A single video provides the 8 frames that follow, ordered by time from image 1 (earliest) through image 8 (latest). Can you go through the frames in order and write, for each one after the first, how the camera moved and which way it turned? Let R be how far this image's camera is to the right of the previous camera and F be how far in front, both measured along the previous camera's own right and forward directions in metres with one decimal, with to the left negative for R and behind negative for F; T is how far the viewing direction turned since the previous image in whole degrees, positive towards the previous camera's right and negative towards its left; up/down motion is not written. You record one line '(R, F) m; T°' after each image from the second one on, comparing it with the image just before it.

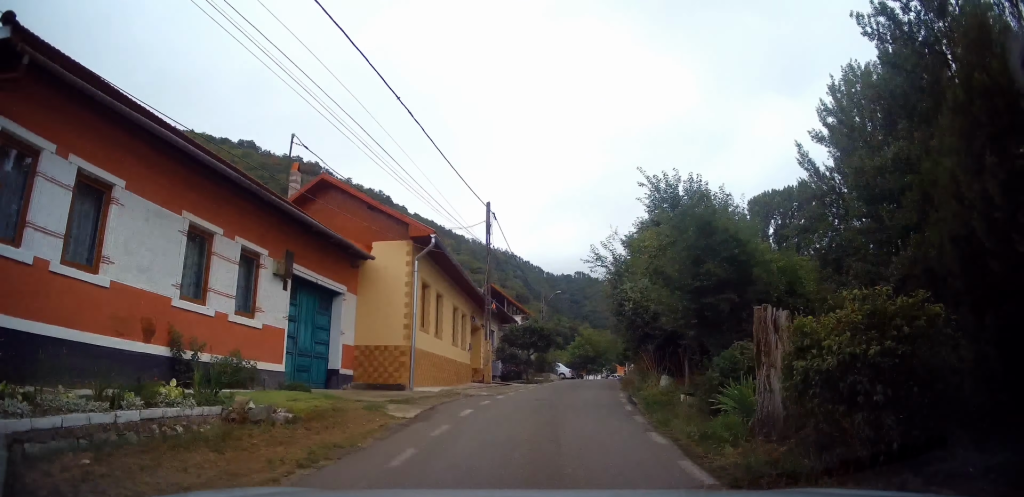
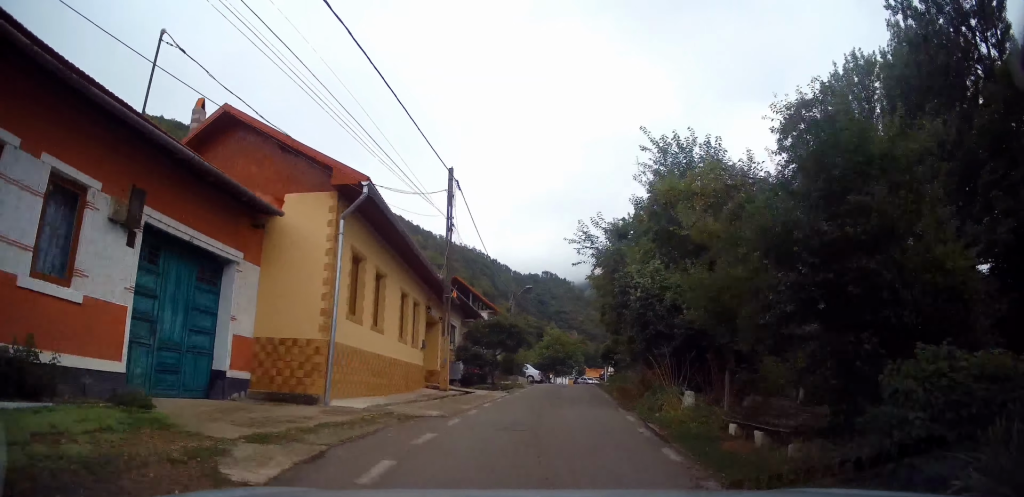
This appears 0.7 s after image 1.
(+0.2, +4.8) m; +2°
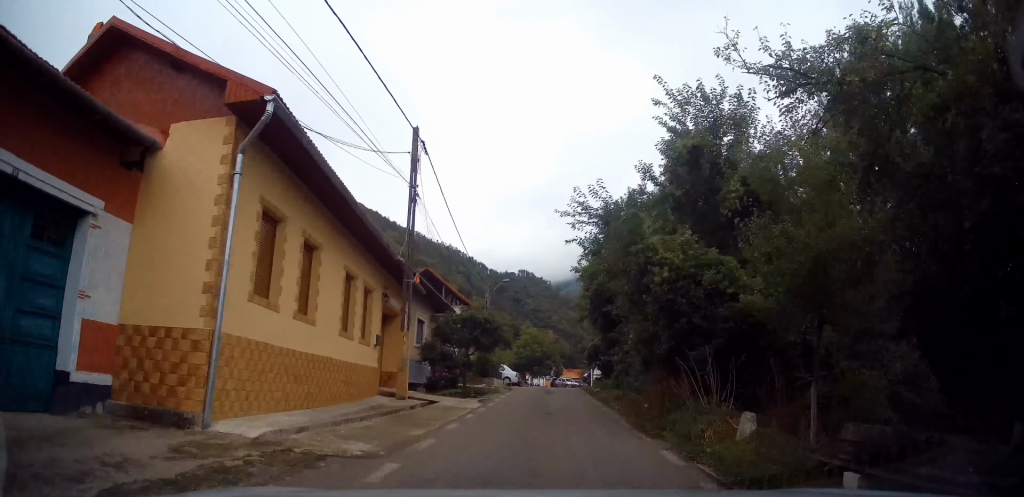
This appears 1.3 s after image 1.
(0.0, +3.7) m; 0°
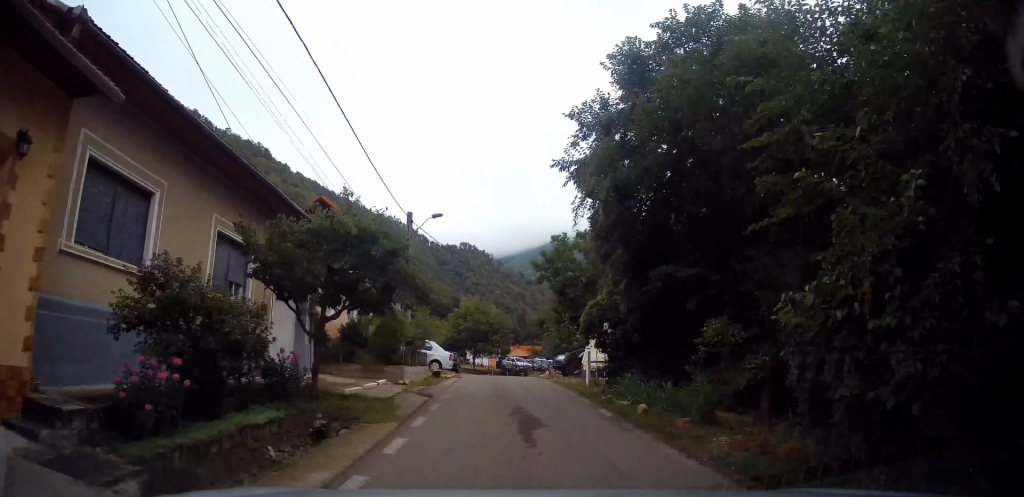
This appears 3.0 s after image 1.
(+0.9, +14.5) m; +7°
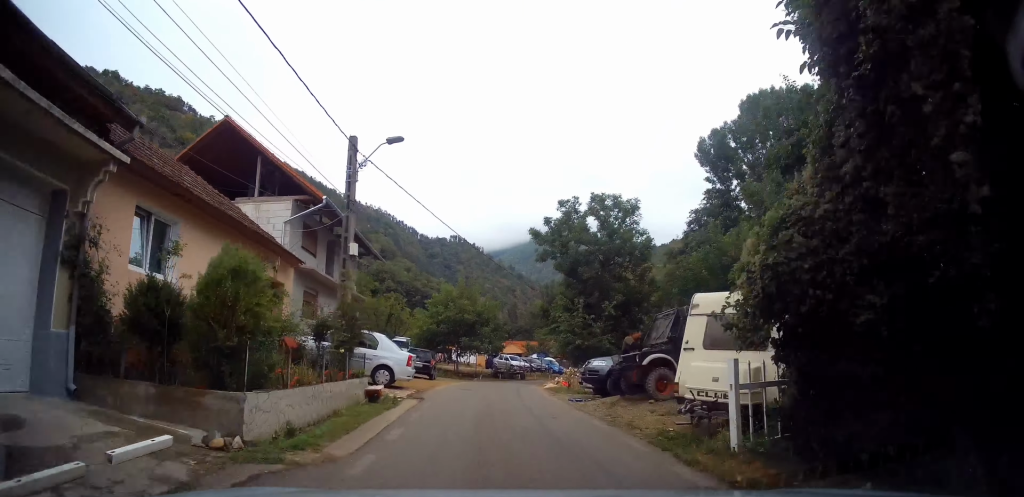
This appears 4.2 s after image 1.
(+0.1, +10.3) m; +2°
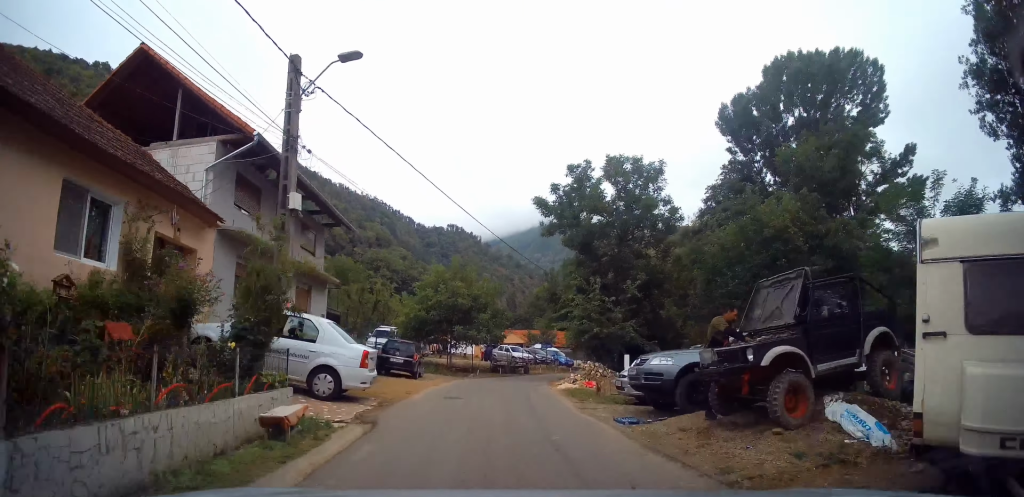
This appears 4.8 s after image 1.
(+0.1, +5.6) m; 0°
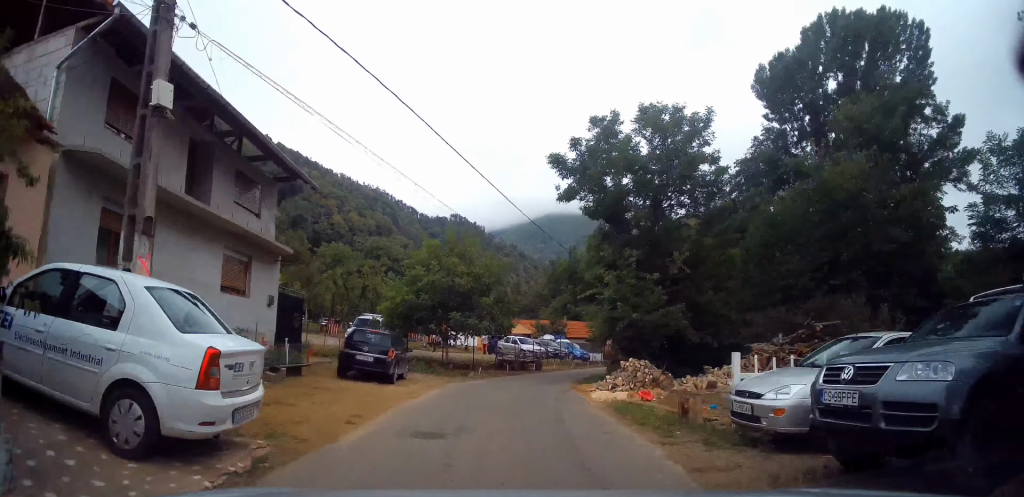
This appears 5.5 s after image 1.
(0.0, +6.1) m; 0°
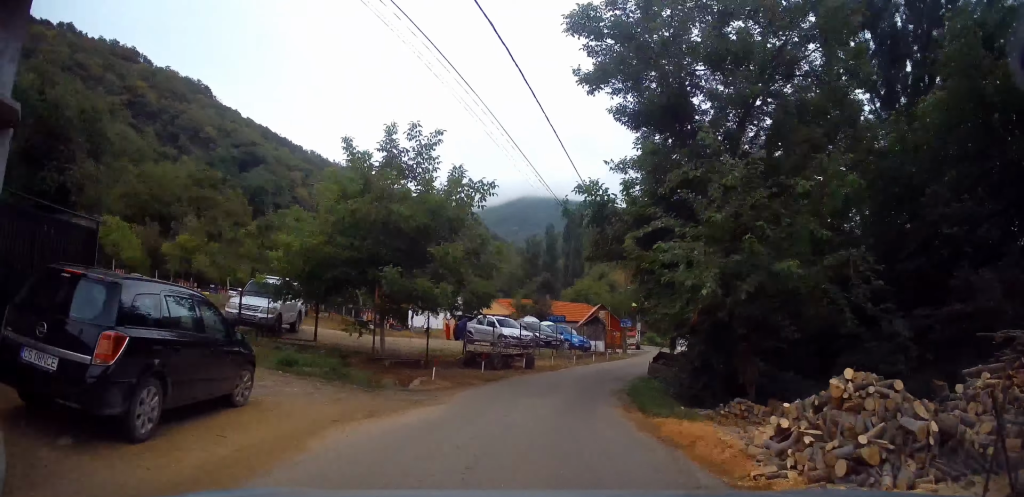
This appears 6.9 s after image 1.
(0.0, +11.2) m; +3°
